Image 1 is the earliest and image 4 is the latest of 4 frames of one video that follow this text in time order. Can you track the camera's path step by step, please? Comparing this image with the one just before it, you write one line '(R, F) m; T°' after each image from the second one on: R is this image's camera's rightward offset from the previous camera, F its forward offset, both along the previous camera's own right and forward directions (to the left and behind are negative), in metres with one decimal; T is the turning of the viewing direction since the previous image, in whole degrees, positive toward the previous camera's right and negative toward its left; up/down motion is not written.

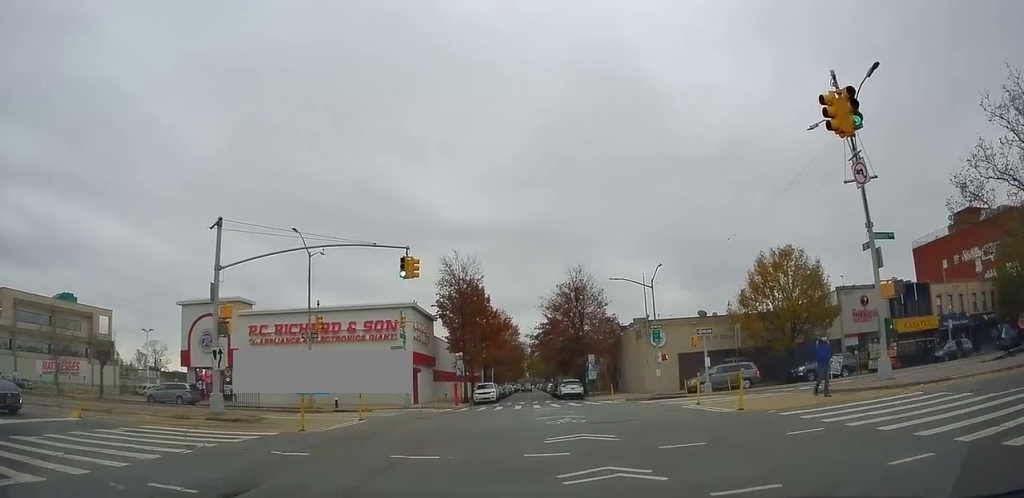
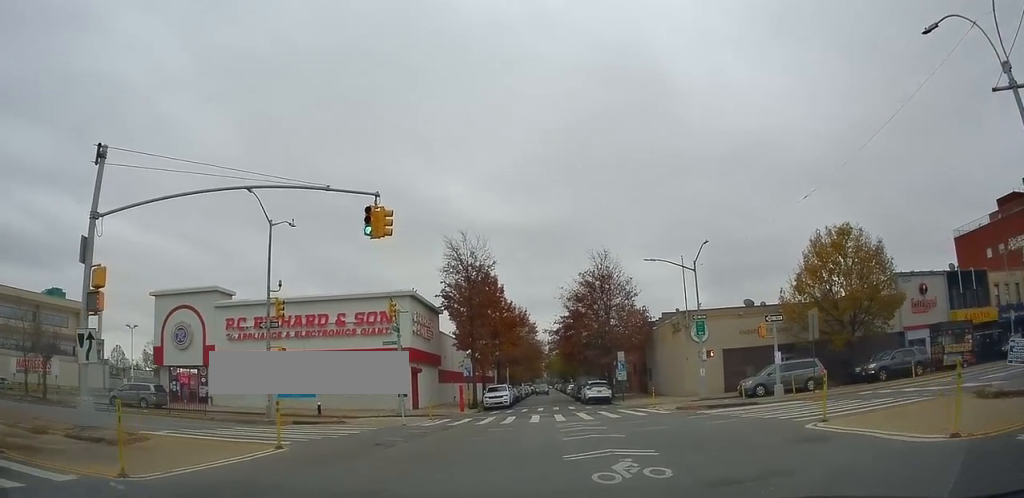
(-0.8, +6.9) m; -12°
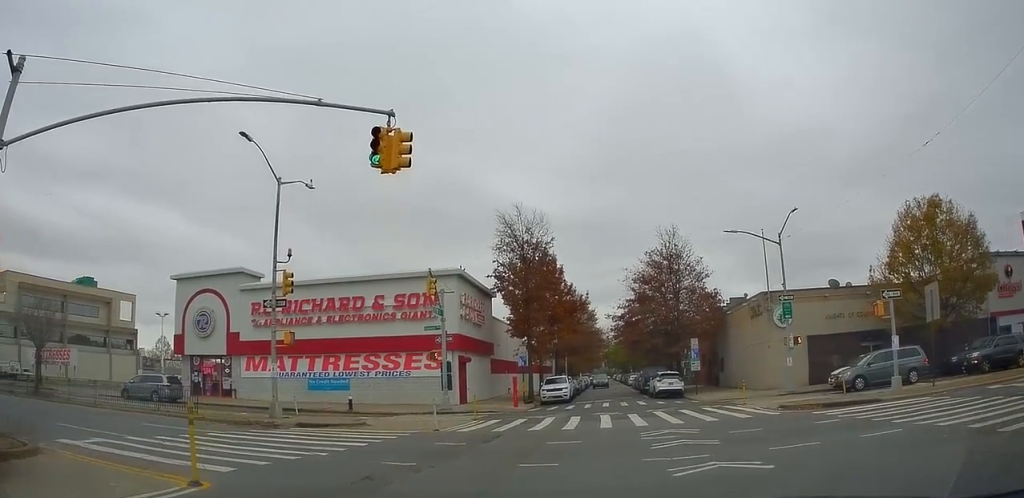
(-0.4, +4.7) m; -10°
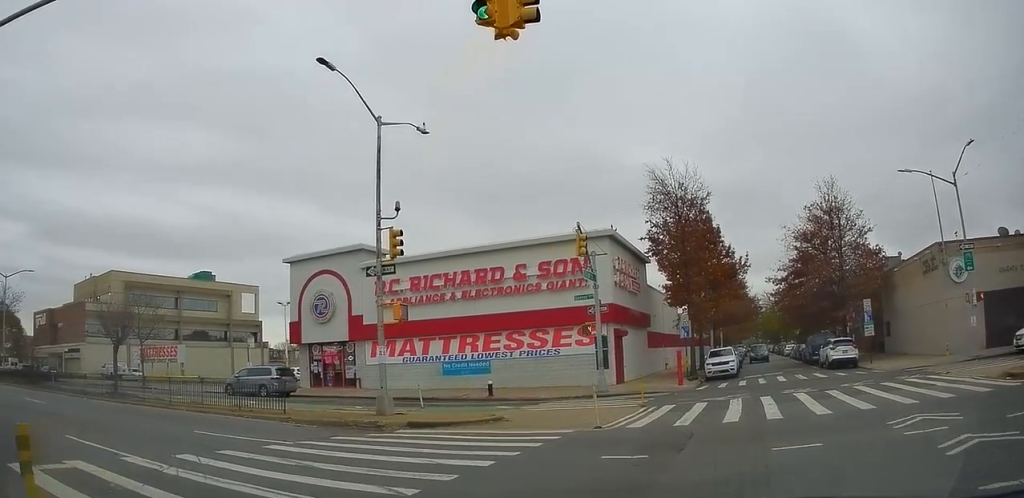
(-0.4, +4.5) m; -15°
